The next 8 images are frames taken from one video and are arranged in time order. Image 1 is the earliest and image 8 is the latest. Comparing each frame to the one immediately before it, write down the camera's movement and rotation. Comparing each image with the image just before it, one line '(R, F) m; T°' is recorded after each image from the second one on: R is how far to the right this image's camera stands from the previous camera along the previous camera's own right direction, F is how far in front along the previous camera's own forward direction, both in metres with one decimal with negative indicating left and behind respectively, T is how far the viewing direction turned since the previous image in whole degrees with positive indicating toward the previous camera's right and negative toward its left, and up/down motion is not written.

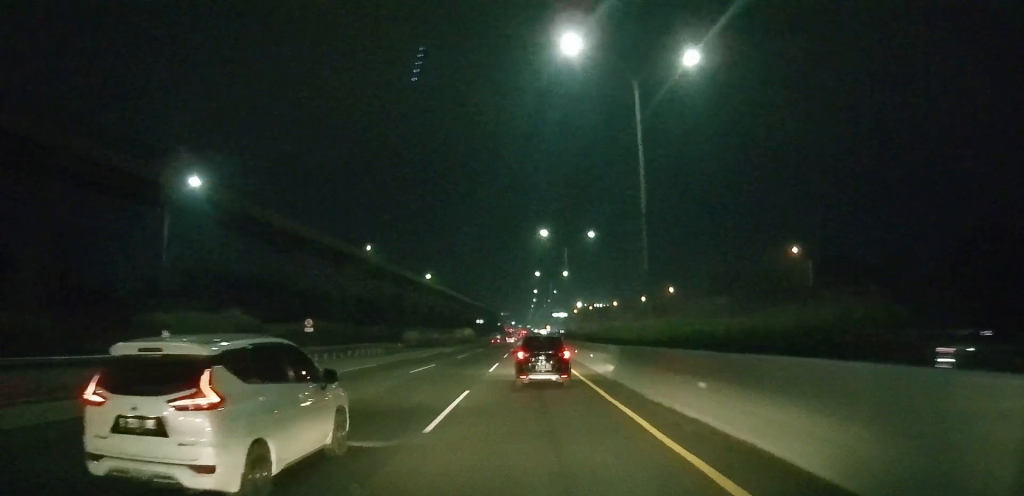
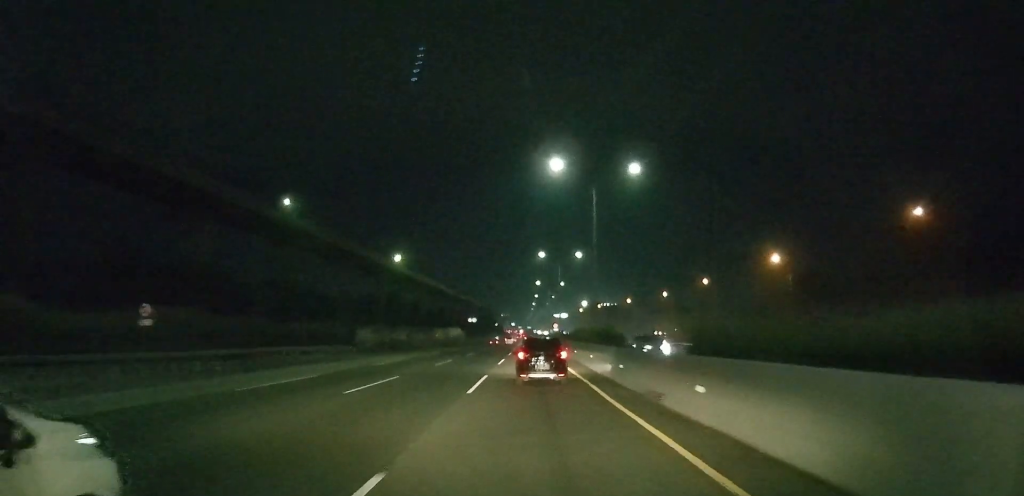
(-0.1, +38.4) m; 0°
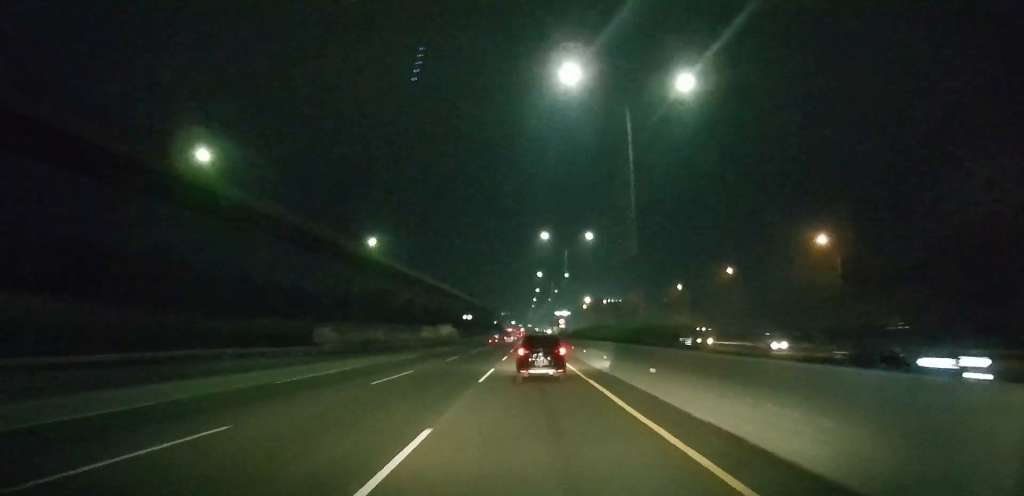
(0.0, +18.1) m; 0°
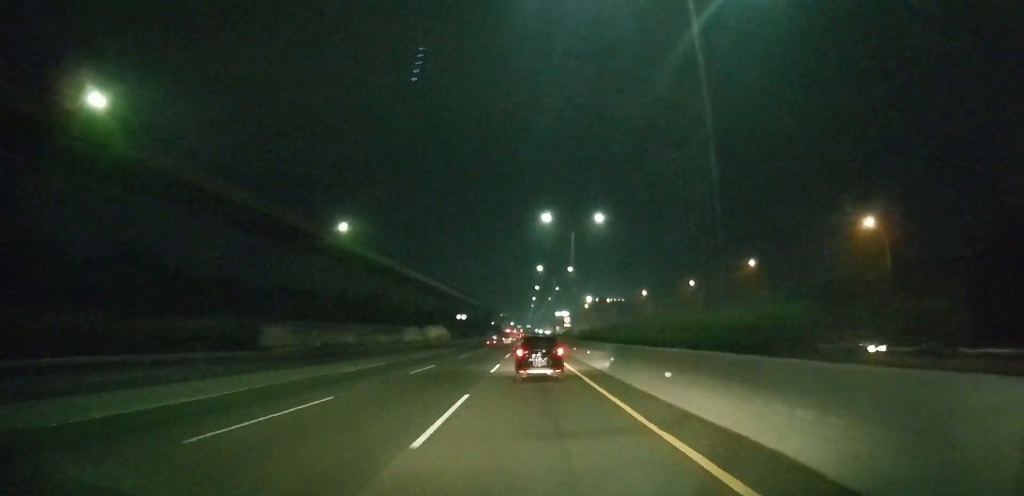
(-0.1, +14.2) m; 0°
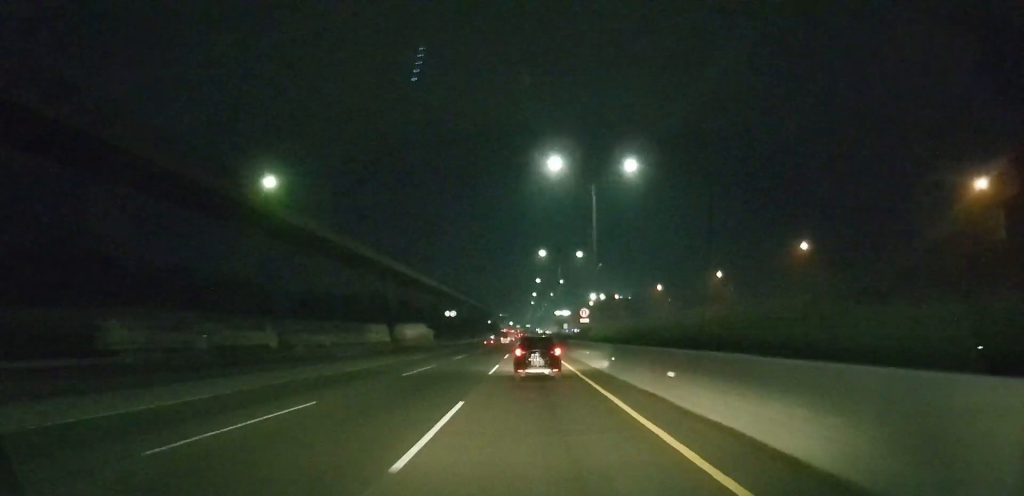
(-0.1, +22.9) m; 0°
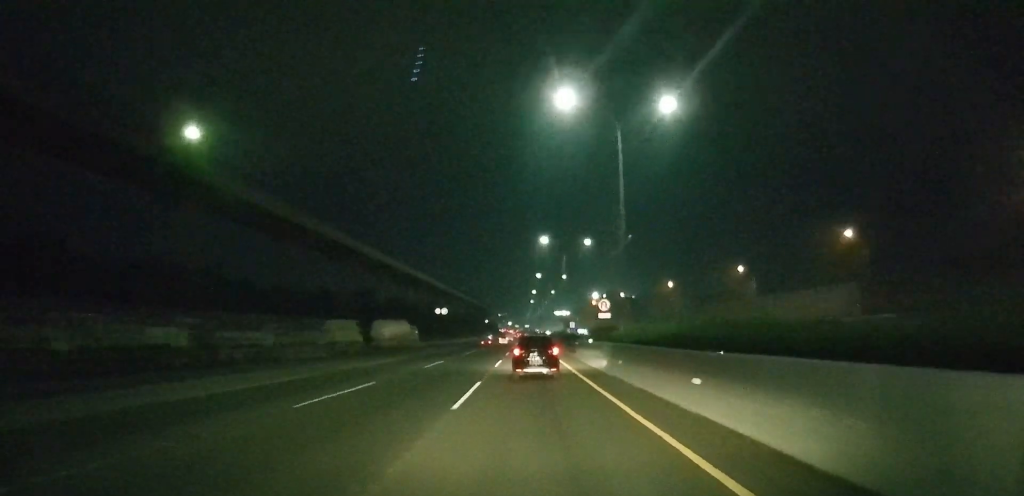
(0.0, +13.8) m; 0°
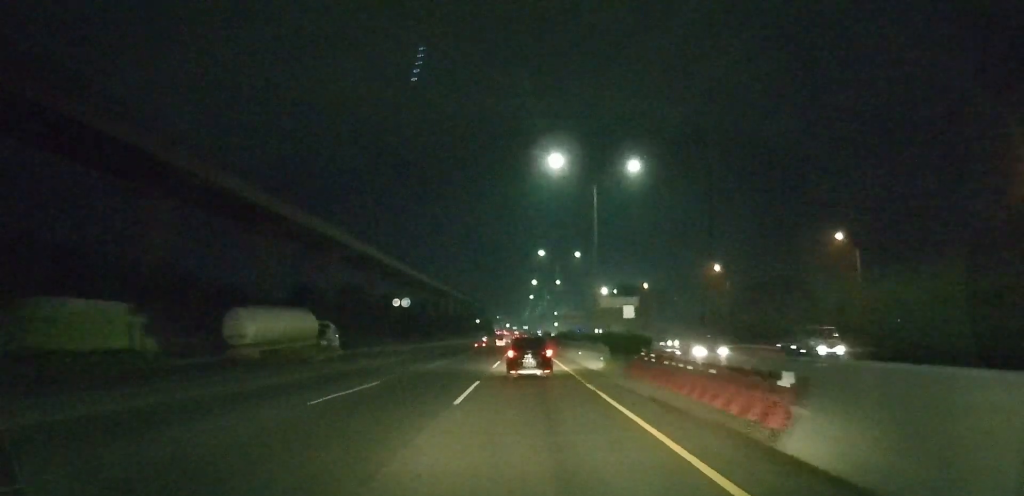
(+0.2, +38.6) m; +1°
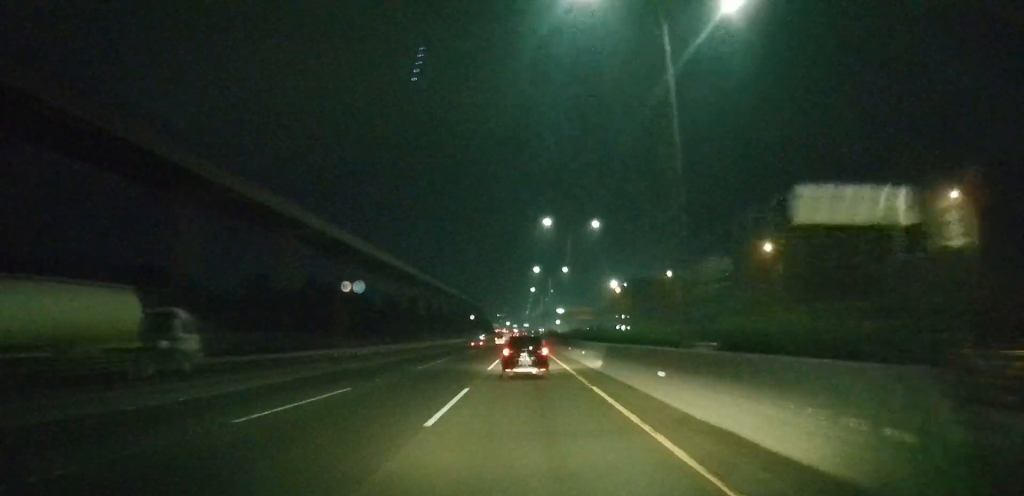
(+0.1, +23.7) m; +1°
